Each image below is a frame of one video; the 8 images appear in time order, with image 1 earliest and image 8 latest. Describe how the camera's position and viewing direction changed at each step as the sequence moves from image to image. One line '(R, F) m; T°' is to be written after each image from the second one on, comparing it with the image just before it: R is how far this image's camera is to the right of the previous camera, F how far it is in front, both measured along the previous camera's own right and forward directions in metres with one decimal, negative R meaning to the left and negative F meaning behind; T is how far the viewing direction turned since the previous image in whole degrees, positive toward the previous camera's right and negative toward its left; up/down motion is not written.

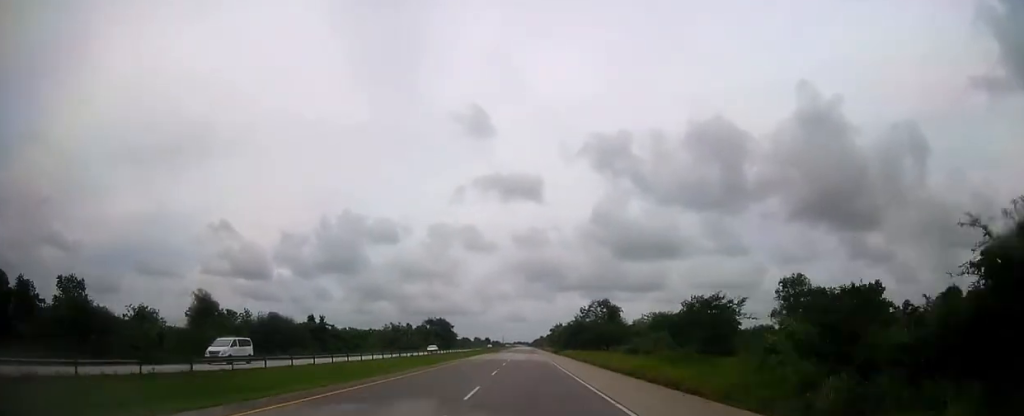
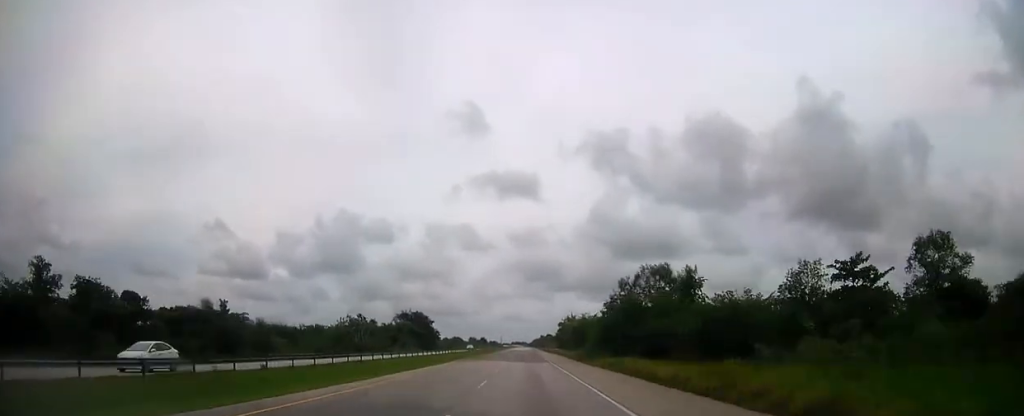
(-0.1, +43.8) m; 0°
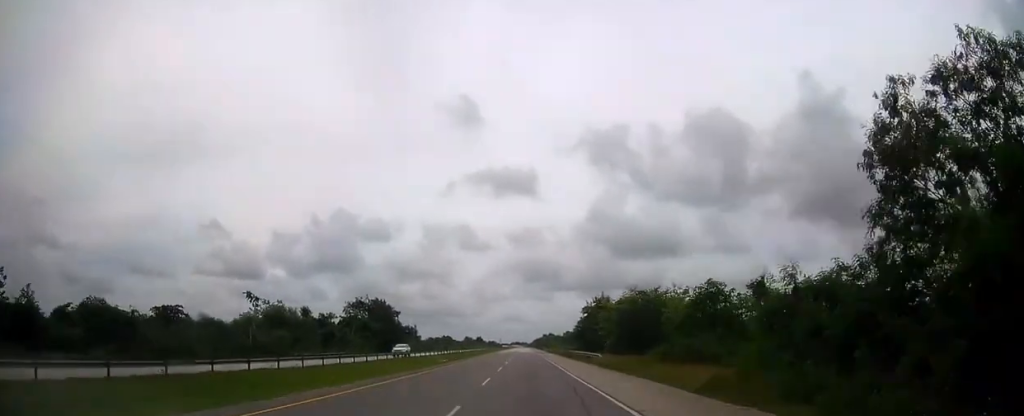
(+0.1, +46.5) m; 0°
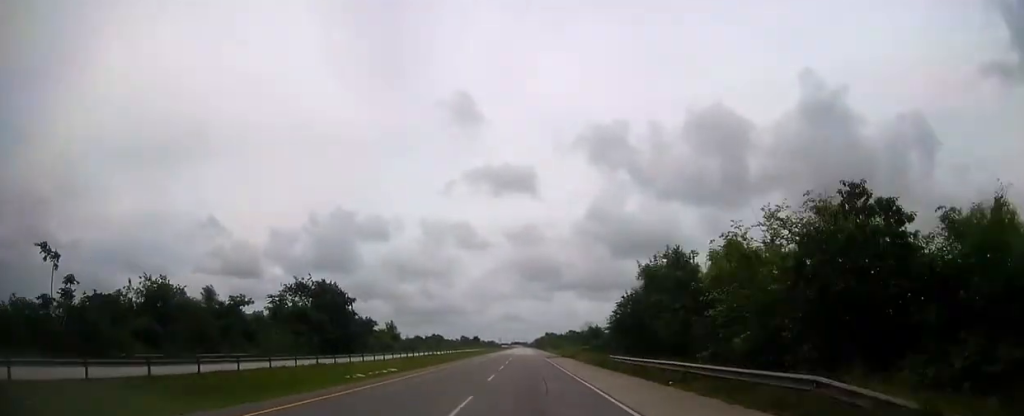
(0.0, +32.4) m; 0°
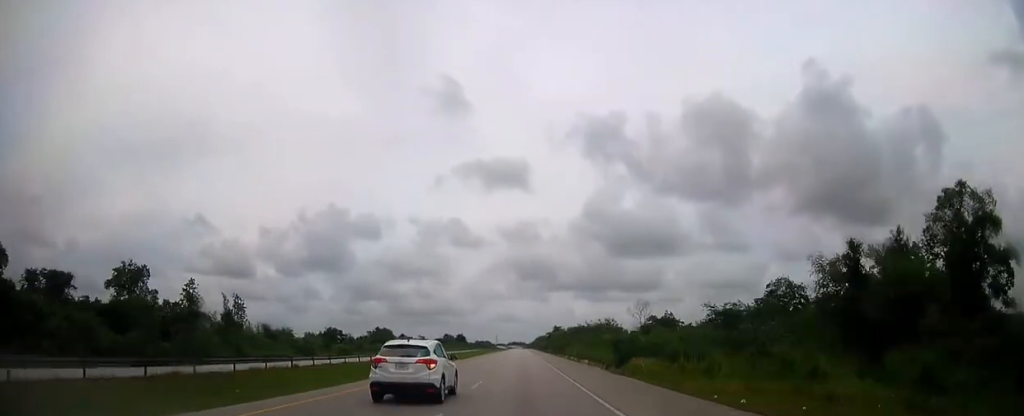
(0.0, +100.5) m; 0°
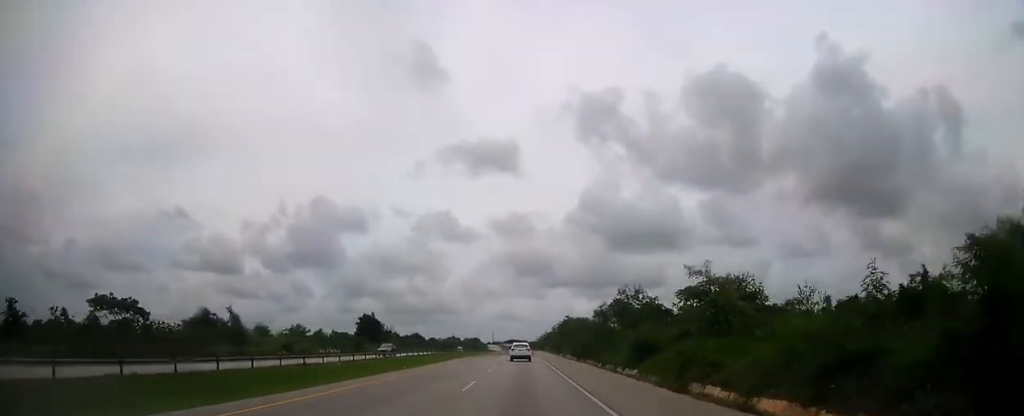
(+0.1, +217.3) m; 0°
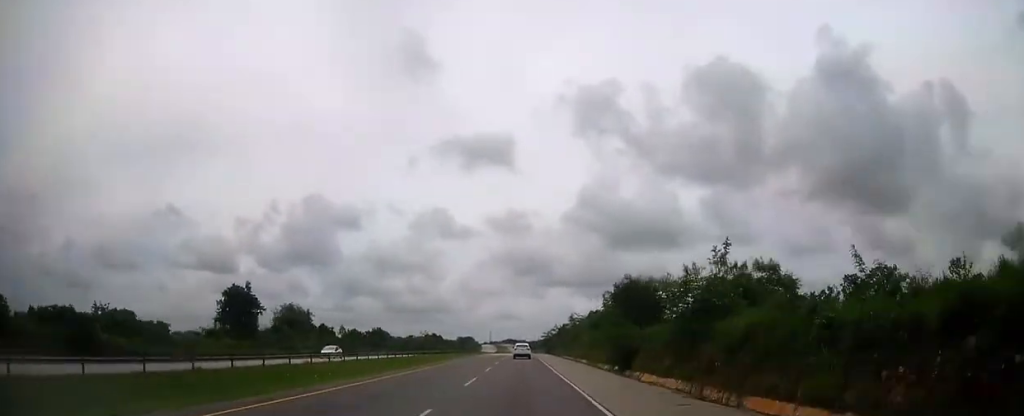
(-0.1, +70.6) m; 0°
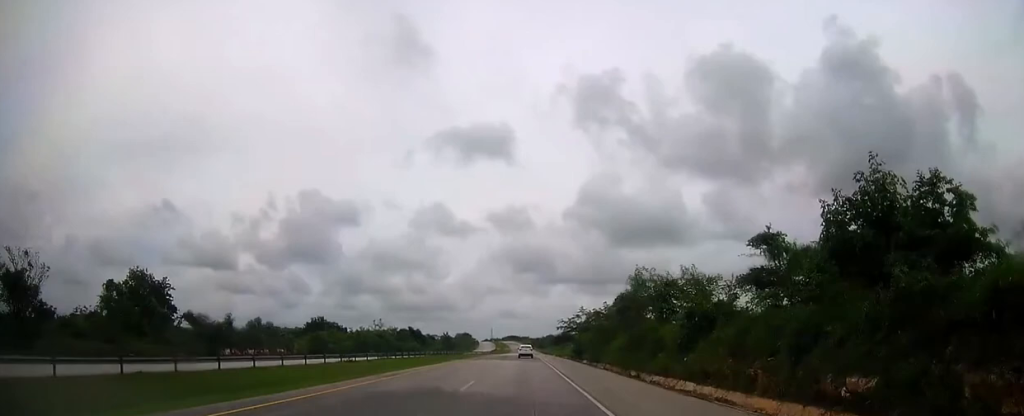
(-0.1, +61.6) m; 0°
